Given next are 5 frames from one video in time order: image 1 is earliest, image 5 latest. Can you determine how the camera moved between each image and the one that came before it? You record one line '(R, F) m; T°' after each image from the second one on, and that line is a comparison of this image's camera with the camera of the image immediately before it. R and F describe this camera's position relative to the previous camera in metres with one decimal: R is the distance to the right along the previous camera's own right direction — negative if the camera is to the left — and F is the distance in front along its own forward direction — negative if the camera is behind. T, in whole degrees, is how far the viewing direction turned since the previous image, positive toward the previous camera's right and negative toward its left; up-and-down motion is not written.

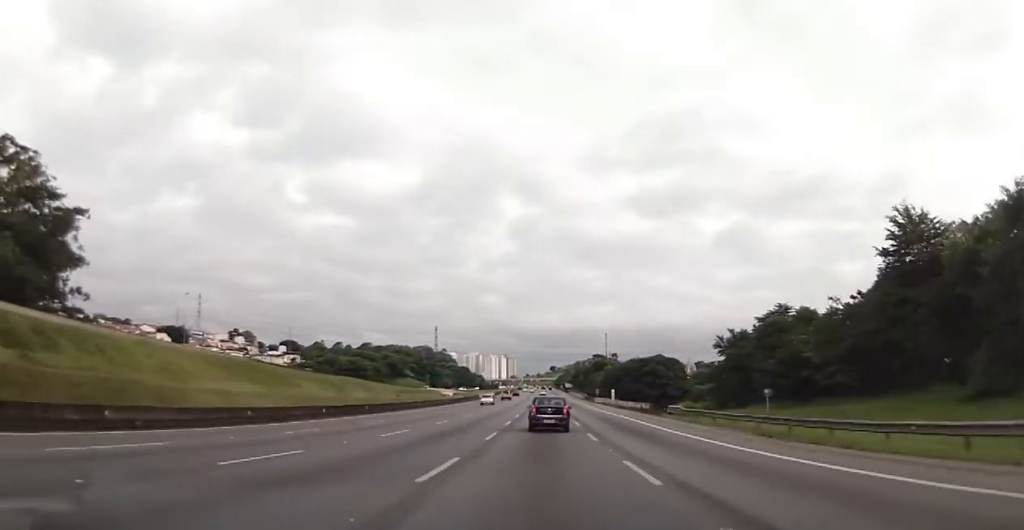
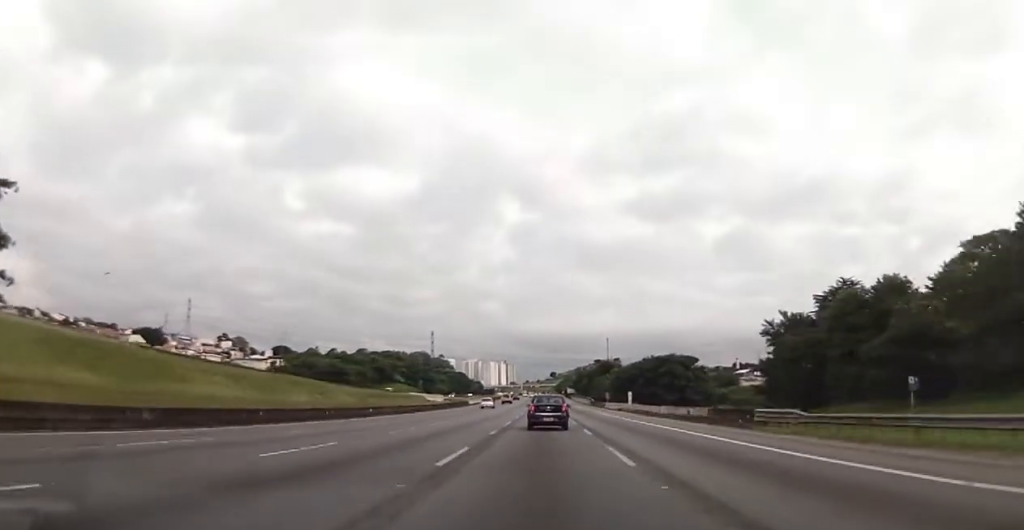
(0.0, +21.9) m; 0°
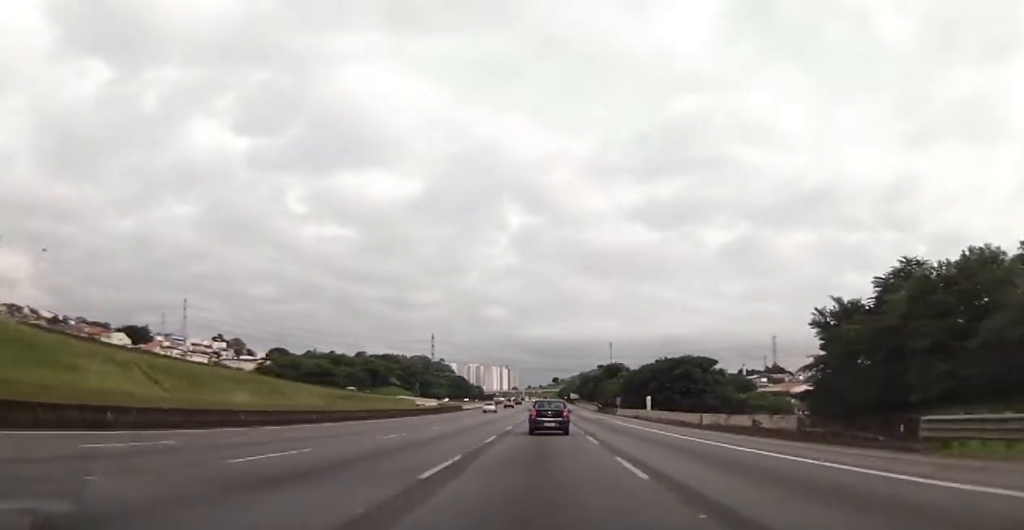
(0.0, +14.0) m; 0°
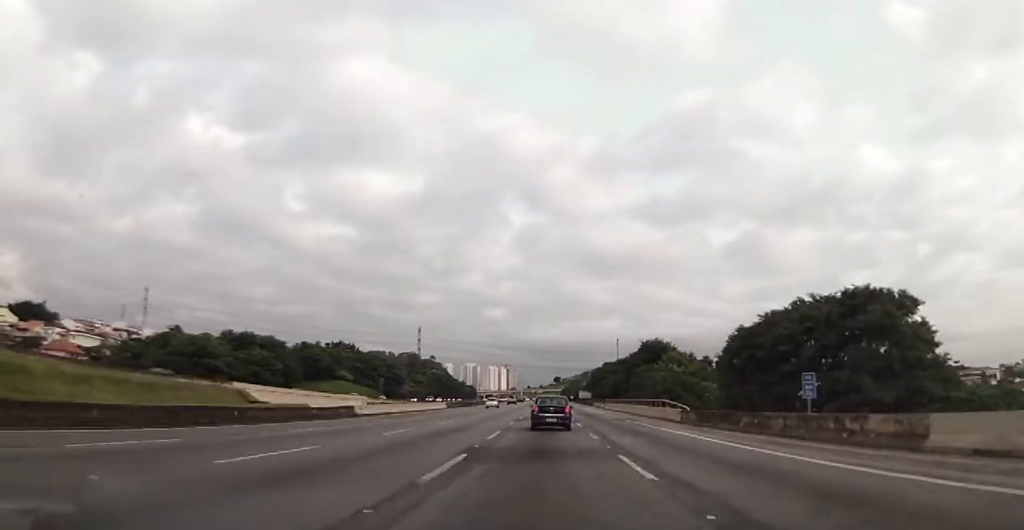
(+0.8, +72.8) m; 0°
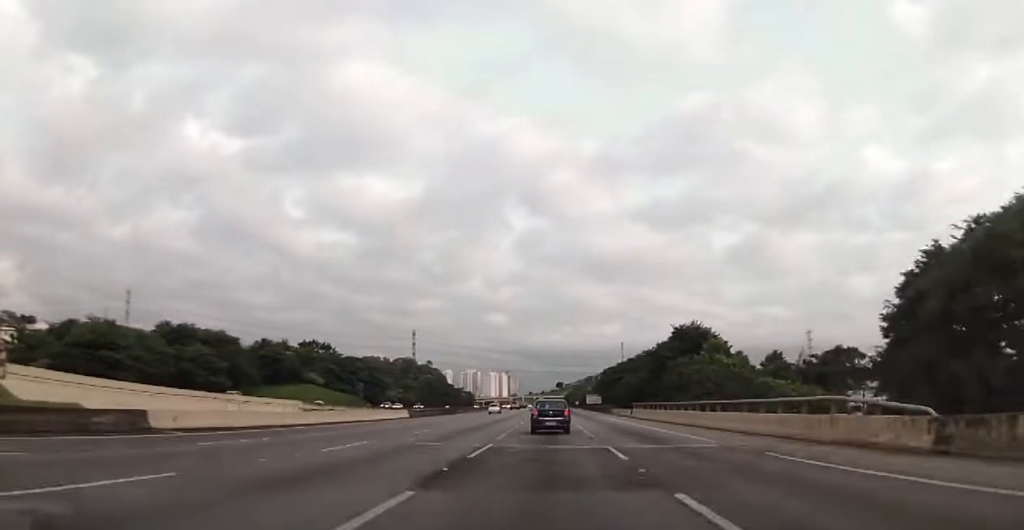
(-0.2, +30.7) m; -1°
